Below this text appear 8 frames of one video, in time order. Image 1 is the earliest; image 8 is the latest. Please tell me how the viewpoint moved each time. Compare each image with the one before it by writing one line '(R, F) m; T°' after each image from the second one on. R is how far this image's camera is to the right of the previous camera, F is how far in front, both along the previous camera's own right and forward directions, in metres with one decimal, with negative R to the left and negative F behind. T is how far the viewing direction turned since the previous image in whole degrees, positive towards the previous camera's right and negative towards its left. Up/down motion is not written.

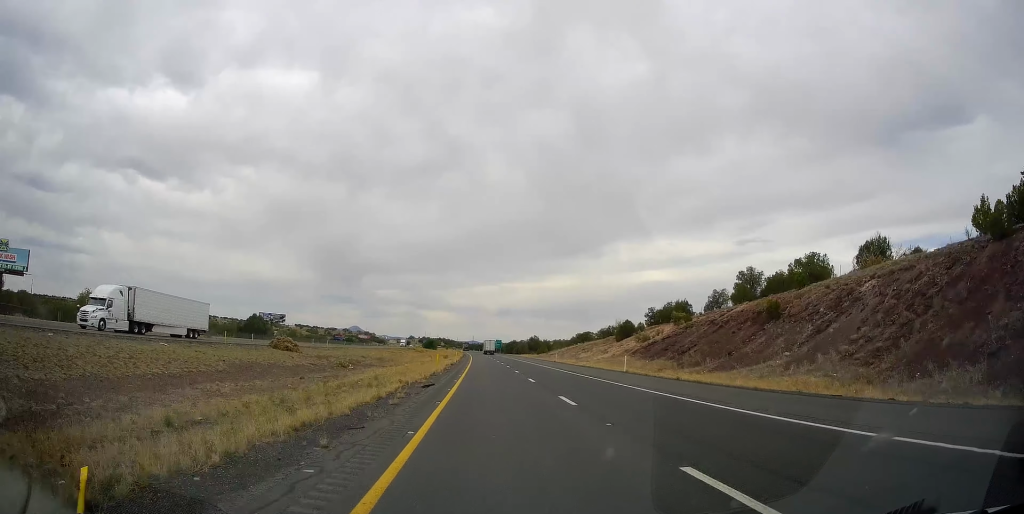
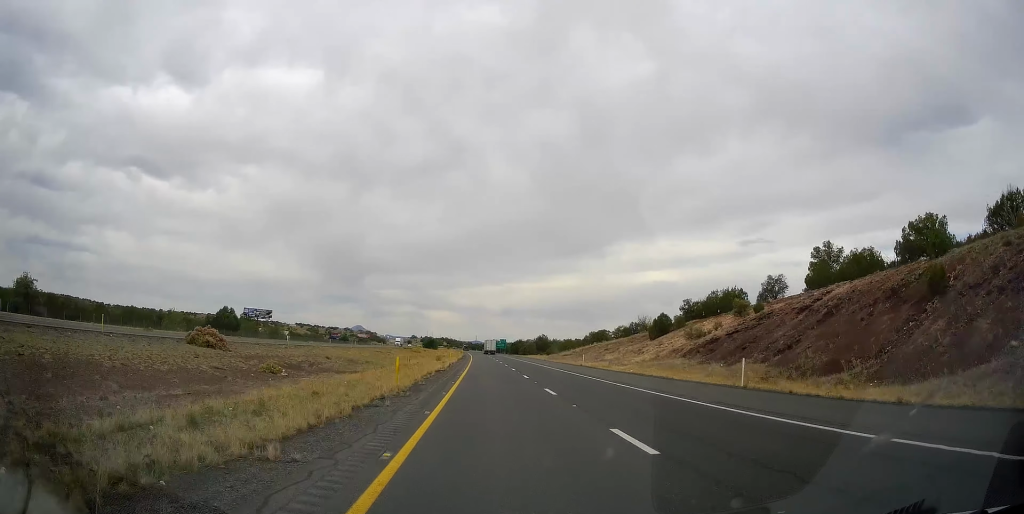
(-0.2, +20.4) m; -1°
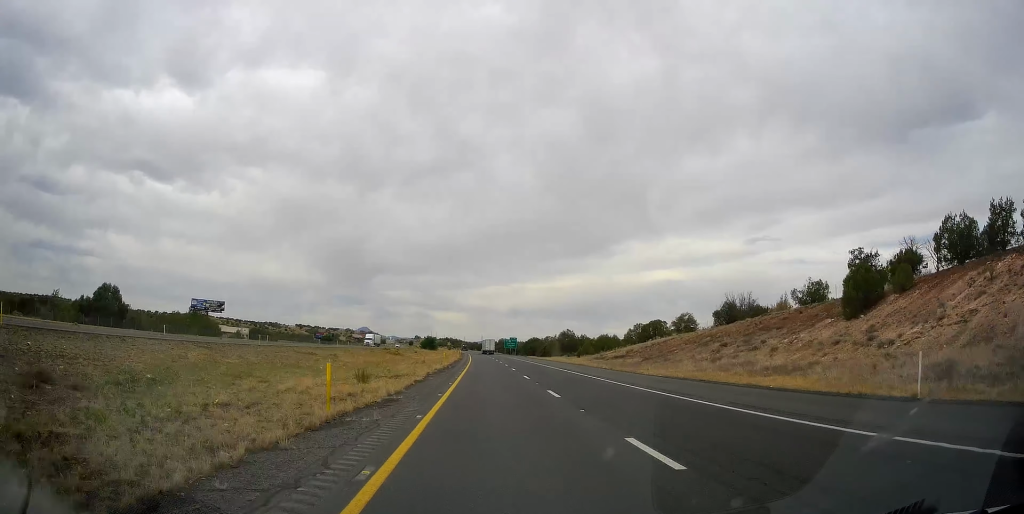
(-1.0, +49.7) m; -1°
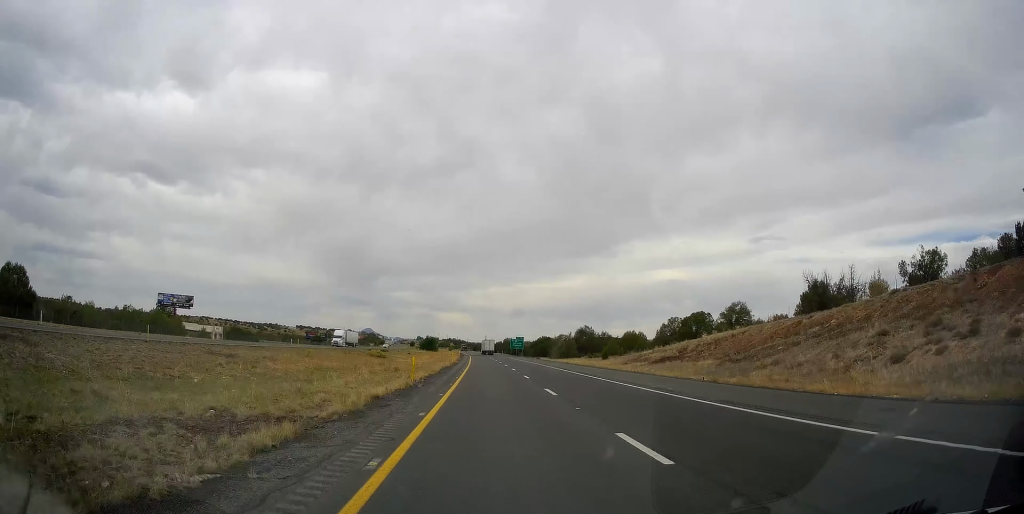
(+0.2, +23.6) m; 0°
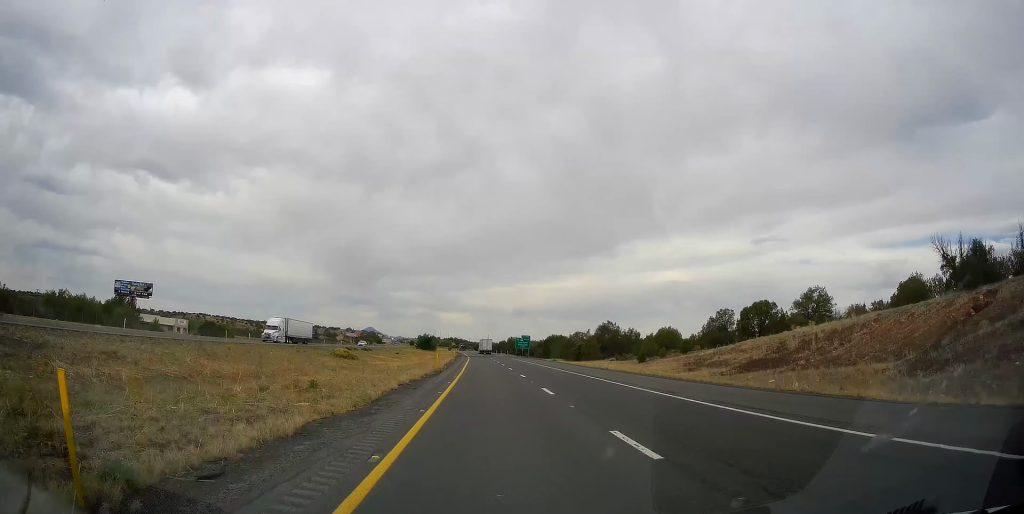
(+0.1, +23.7) m; 0°
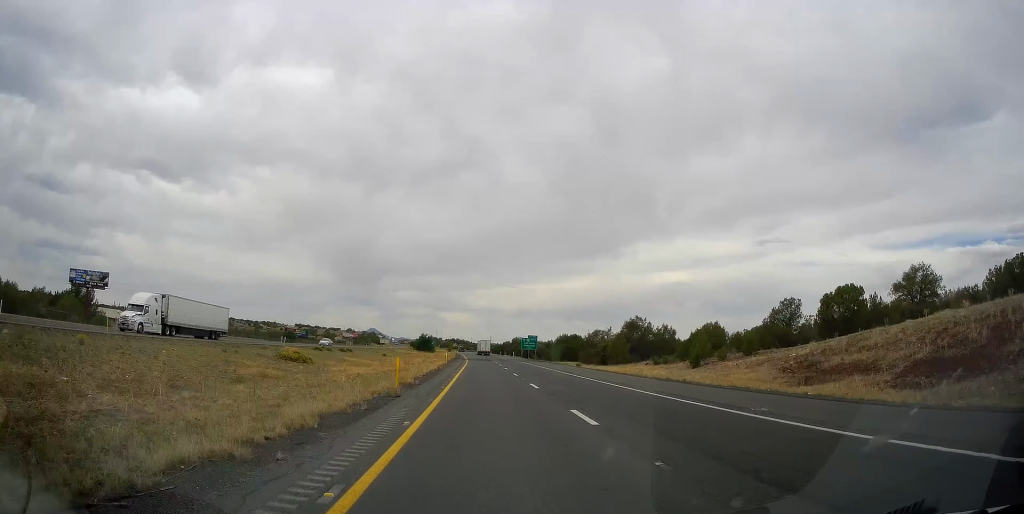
(-0.2, +20.2) m; 0°
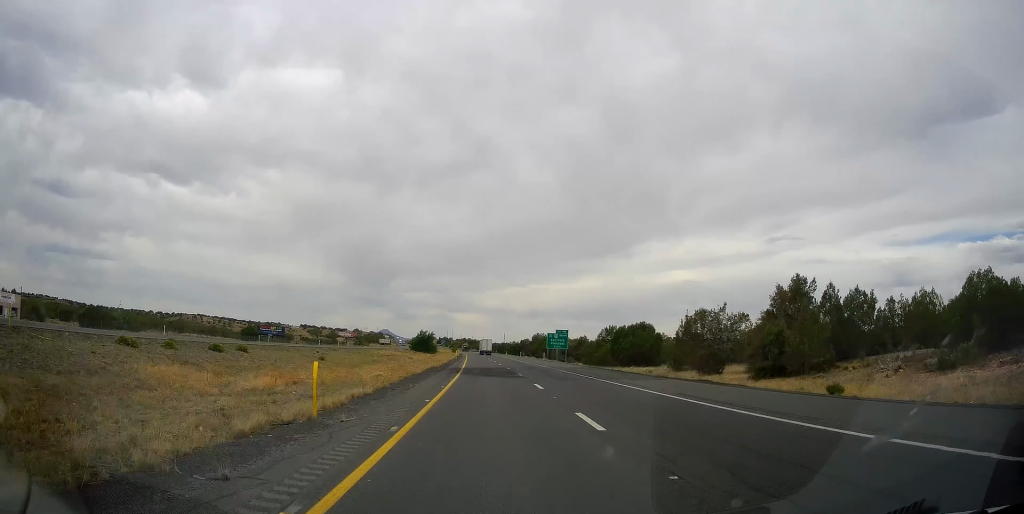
(0.0, +49.6) m; -1°
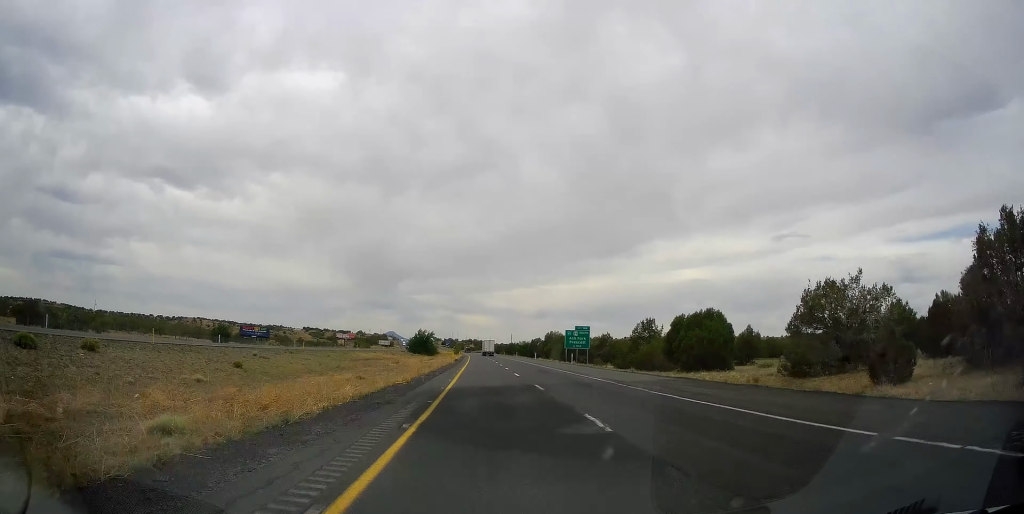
(-0.1, +23.6) m; -1°
